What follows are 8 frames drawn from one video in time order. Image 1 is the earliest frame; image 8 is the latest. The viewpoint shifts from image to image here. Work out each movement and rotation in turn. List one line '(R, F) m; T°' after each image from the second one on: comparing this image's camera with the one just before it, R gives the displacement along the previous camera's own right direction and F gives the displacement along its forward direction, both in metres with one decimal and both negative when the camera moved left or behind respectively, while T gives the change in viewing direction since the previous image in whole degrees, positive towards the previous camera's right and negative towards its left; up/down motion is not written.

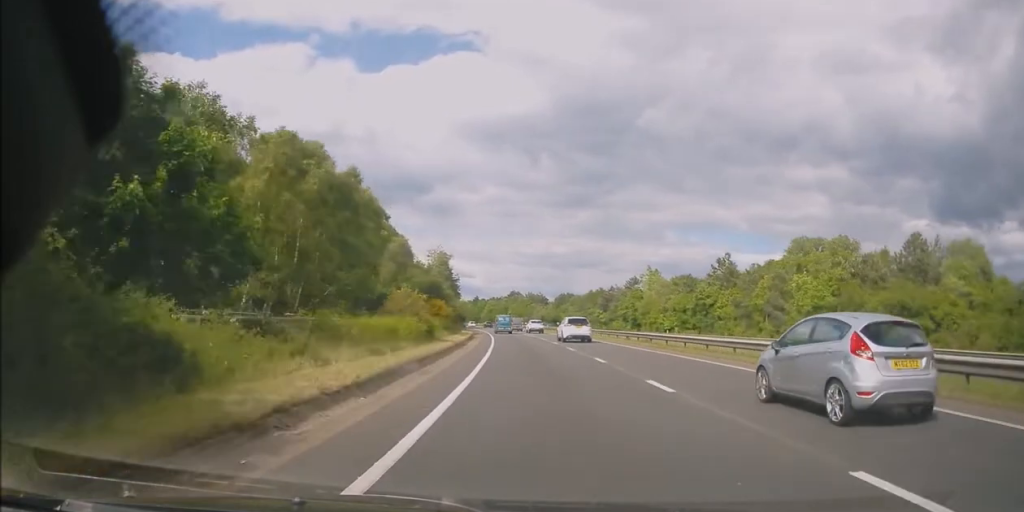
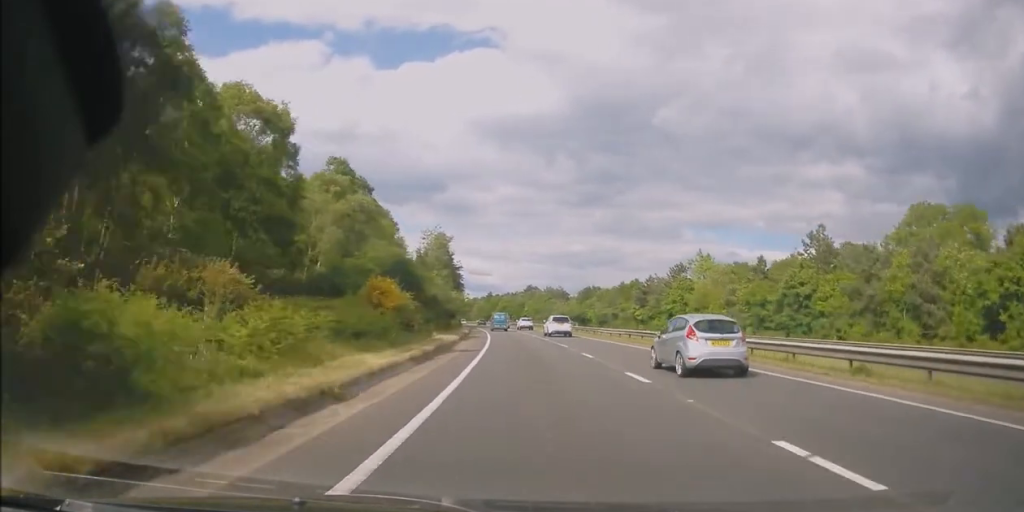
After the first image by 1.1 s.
(-0.2, +24.3) m; -2°
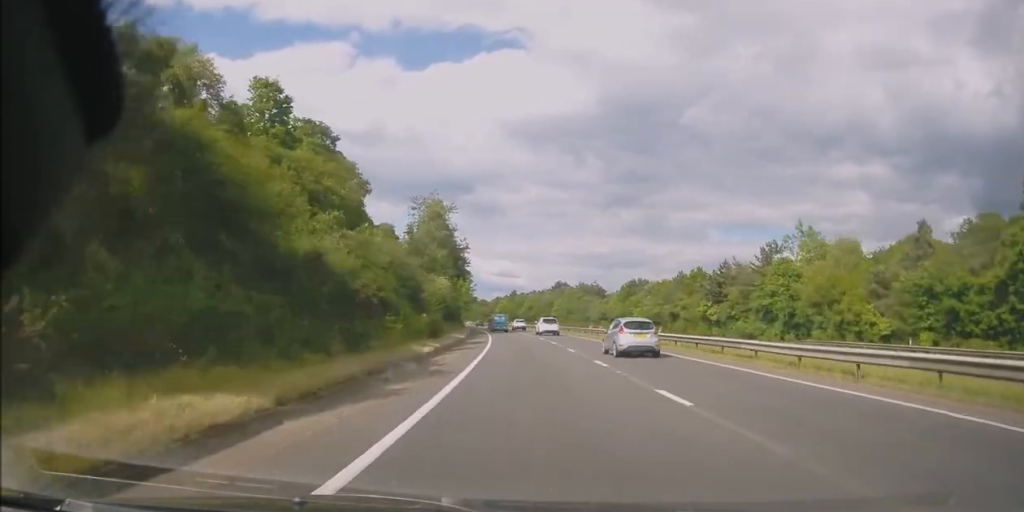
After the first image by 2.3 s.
(-1.0, +28.8) m; -3°
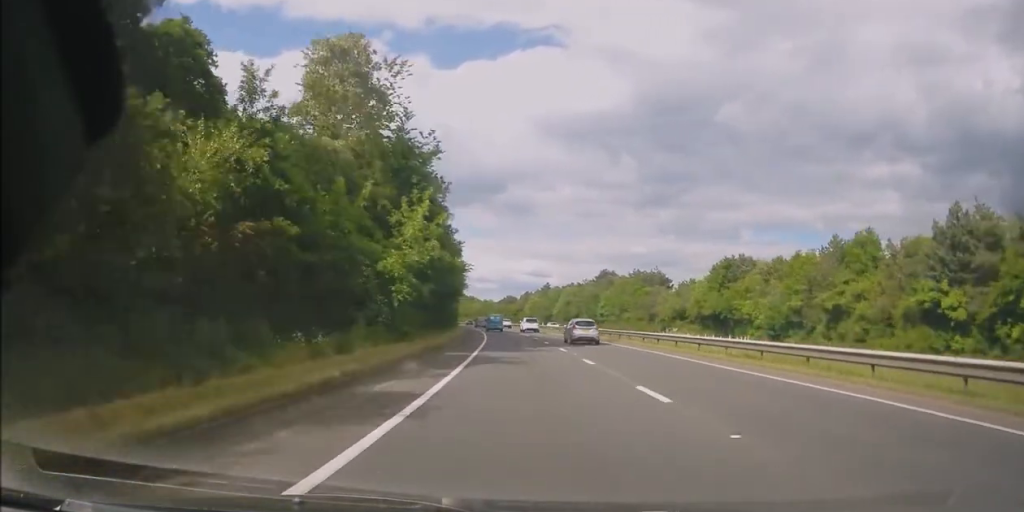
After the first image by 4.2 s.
(-0.8, +41.8) m; -3°
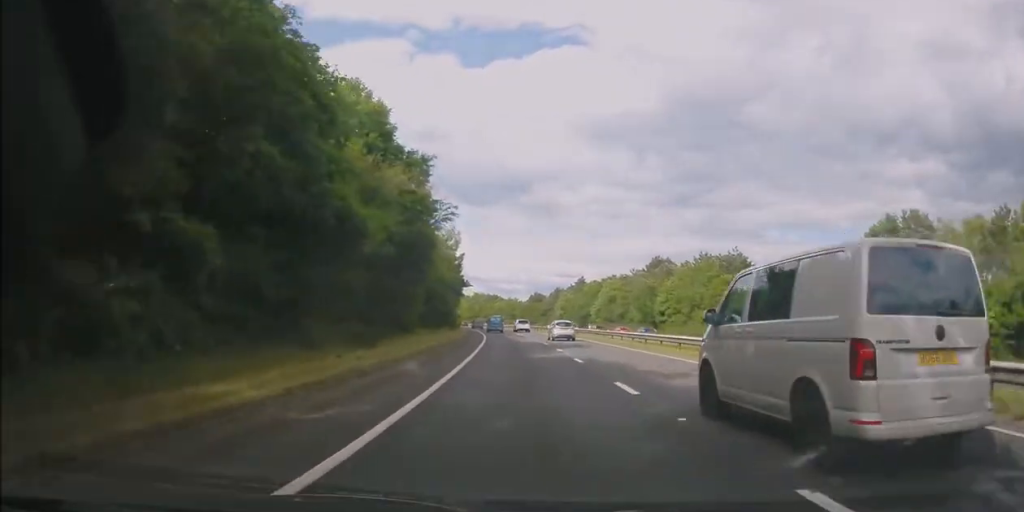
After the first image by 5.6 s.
(-0.9, +32.3) m; -2°
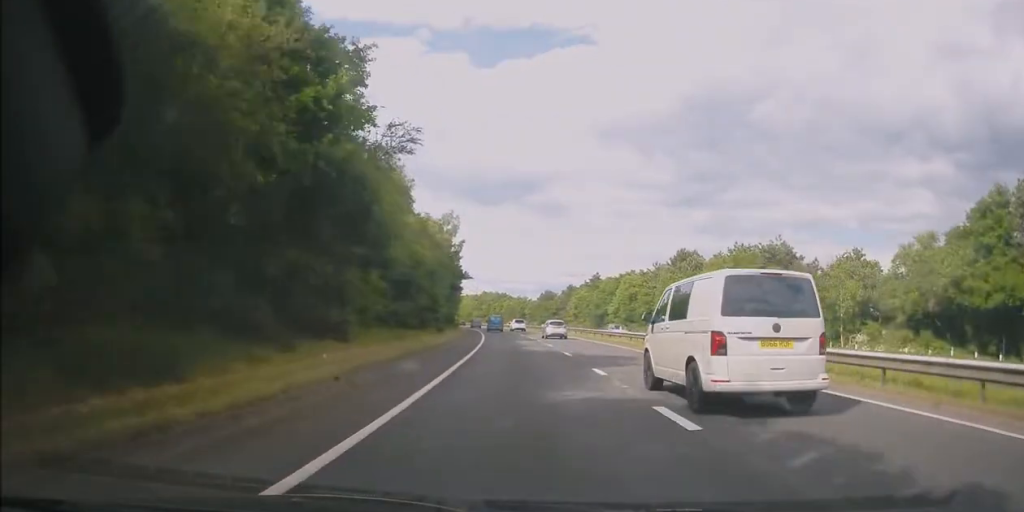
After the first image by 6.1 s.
(+0.1, +12.4) m; -1°
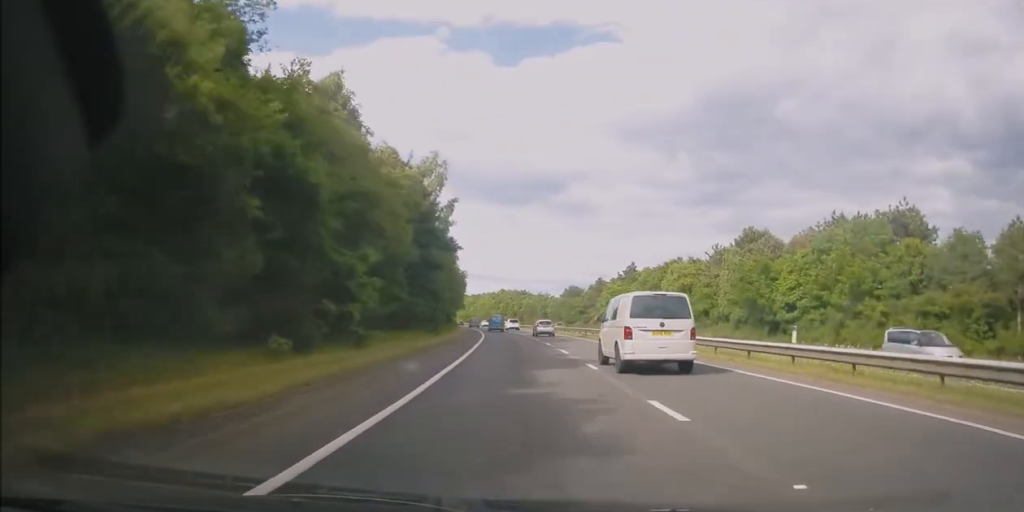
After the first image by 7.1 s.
(-0.4, +24.0) m; -2°
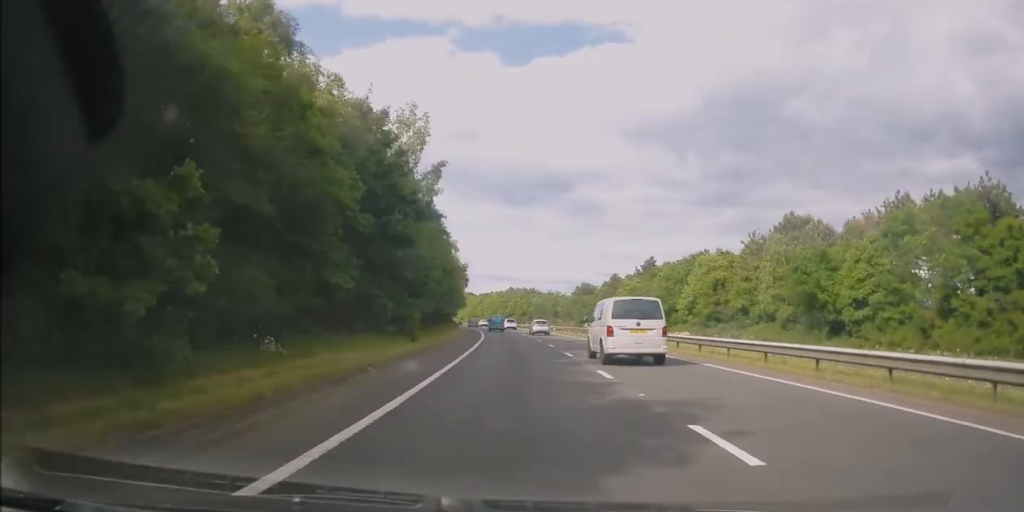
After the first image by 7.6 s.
(-0.1, +10.9) m; -1°
